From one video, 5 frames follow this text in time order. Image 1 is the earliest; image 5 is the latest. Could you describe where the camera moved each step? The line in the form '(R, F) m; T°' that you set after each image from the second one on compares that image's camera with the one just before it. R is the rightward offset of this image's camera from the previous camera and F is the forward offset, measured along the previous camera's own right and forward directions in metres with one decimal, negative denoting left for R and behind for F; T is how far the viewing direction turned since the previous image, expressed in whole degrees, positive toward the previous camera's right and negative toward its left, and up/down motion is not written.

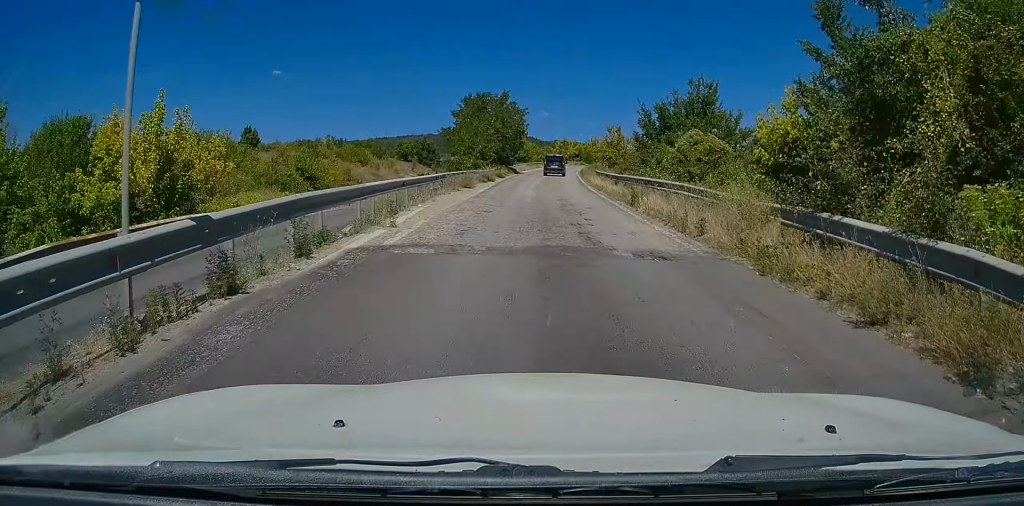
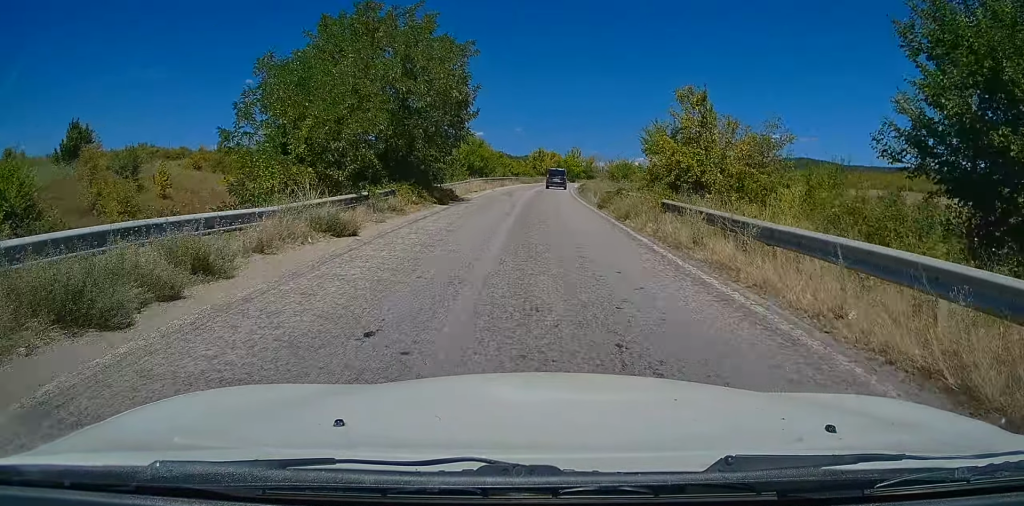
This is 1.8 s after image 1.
(+0.6, +28.8) m; +3°
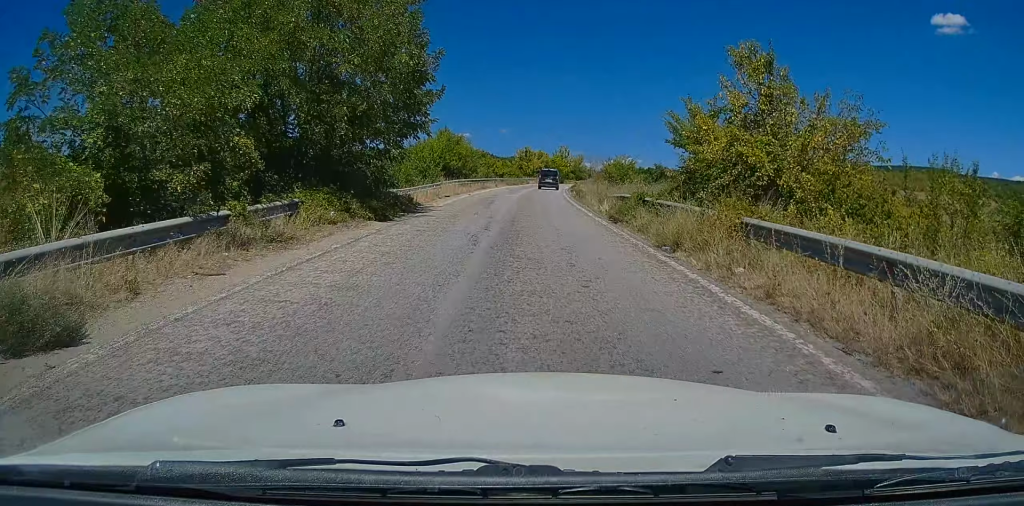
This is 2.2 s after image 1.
(0.0, +6.6) m; +1°
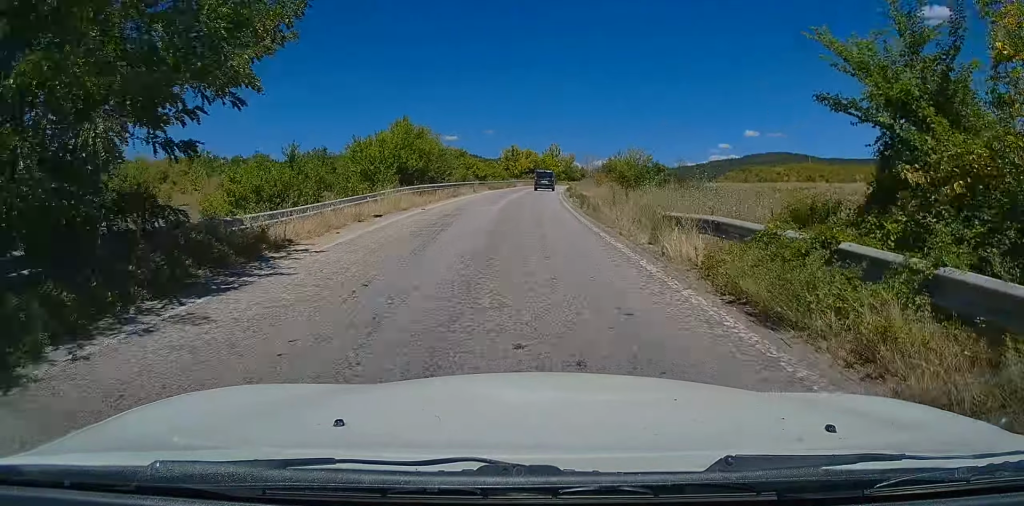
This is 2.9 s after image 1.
(+0.1, +11.2) m; +1°
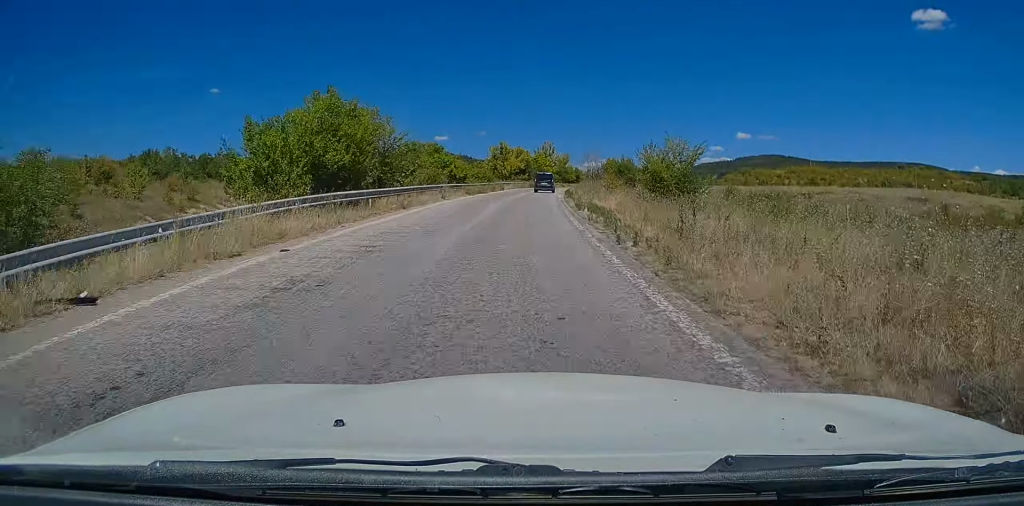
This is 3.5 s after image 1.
(+0.2, +13.0) m; +1°
